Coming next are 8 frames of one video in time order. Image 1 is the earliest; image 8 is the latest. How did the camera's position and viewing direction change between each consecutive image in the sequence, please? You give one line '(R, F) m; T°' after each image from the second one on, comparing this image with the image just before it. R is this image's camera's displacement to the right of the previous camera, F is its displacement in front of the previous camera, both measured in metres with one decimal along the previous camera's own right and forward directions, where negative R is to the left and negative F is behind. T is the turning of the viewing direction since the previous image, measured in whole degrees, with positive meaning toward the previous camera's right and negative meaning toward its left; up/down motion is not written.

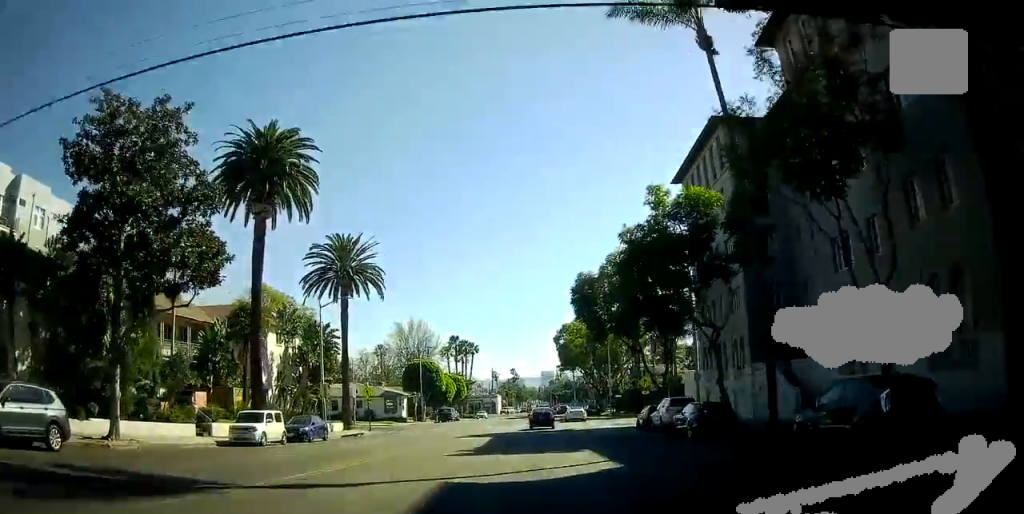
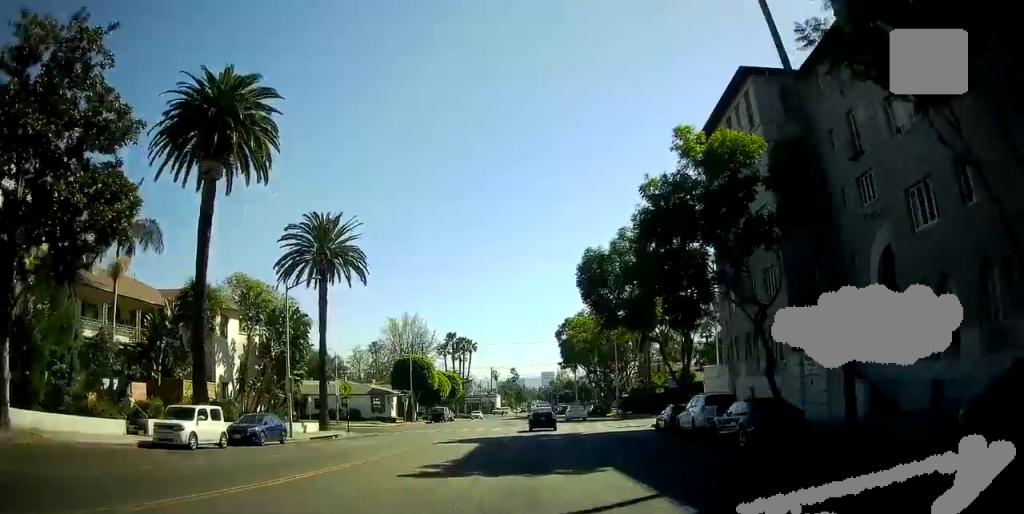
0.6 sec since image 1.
(0.0, +5.7) m; 0°
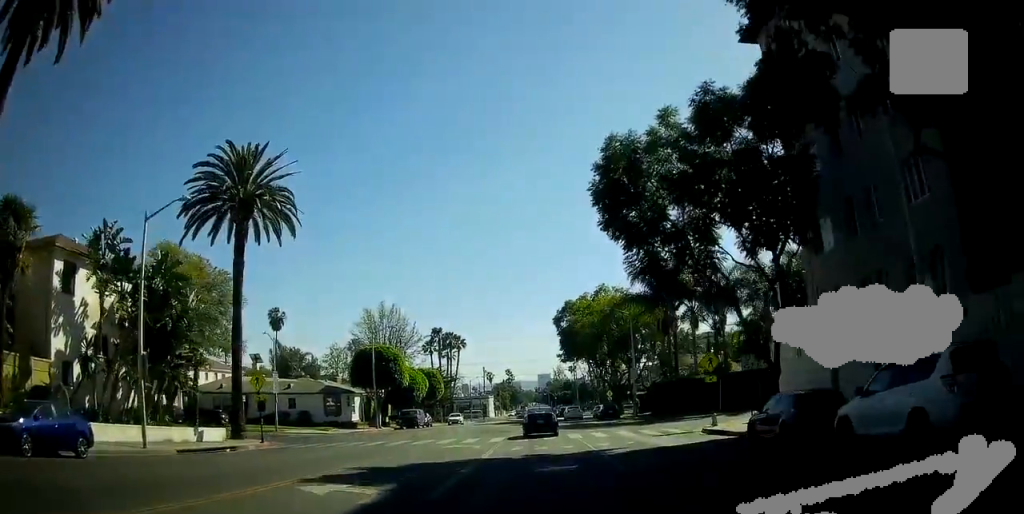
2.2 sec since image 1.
(0.0, +12.8) m; -2°
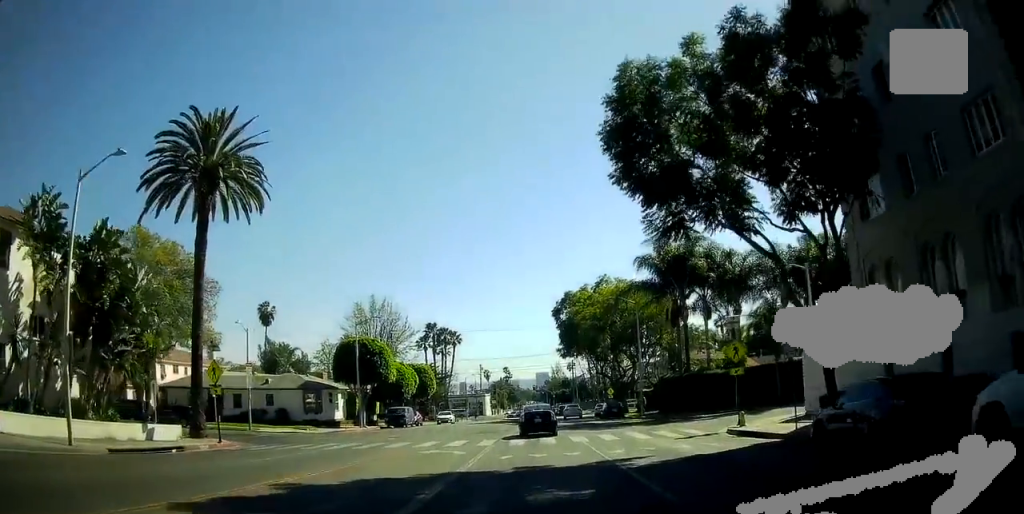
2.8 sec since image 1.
(-0.1, +3.6) m; -1°
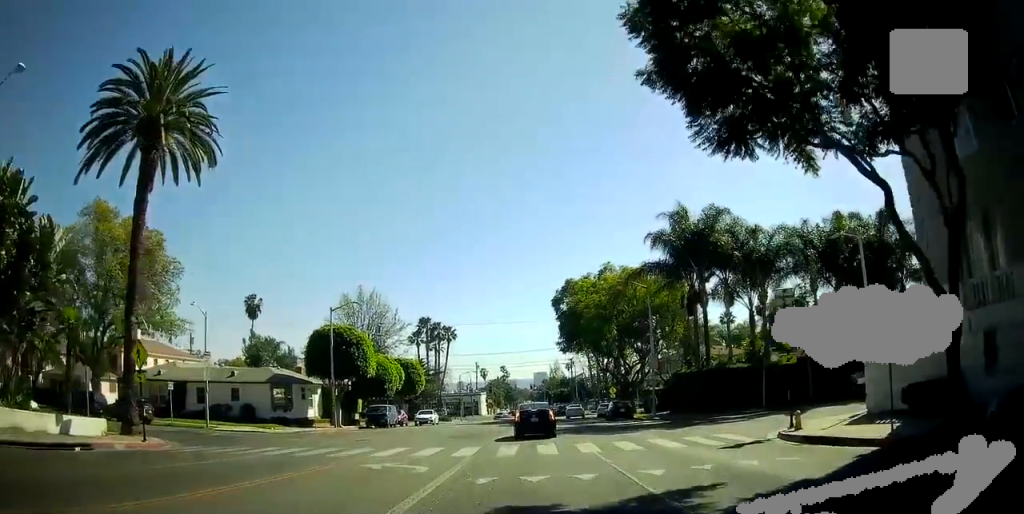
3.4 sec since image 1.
(-0.1, +4.3) m; -1°
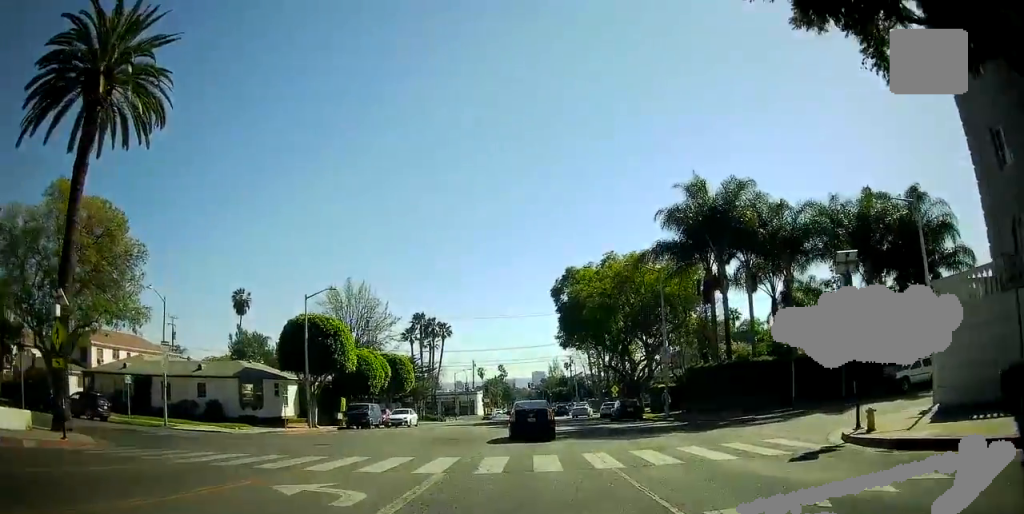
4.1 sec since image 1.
(0.0, +3.9) m; 0°
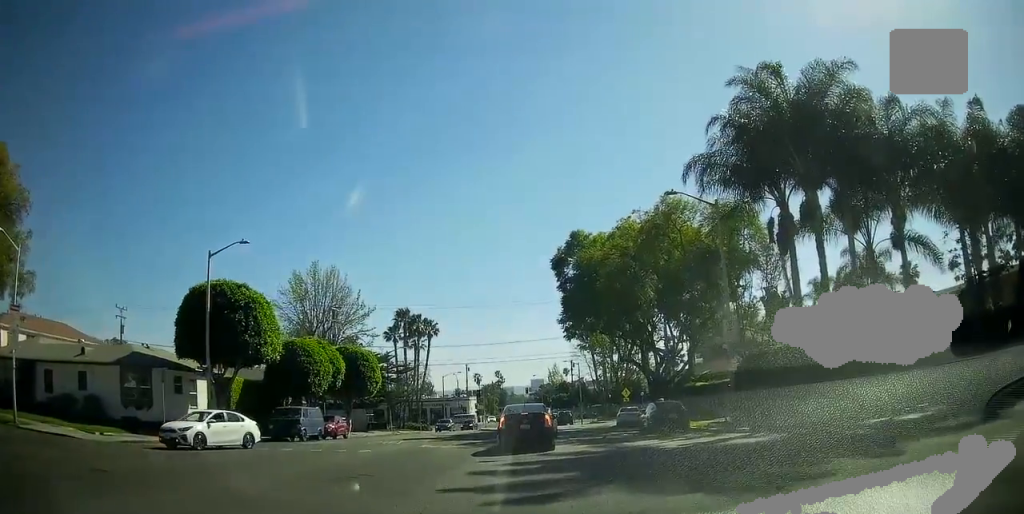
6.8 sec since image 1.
(0.0, +12.8) m; 0°
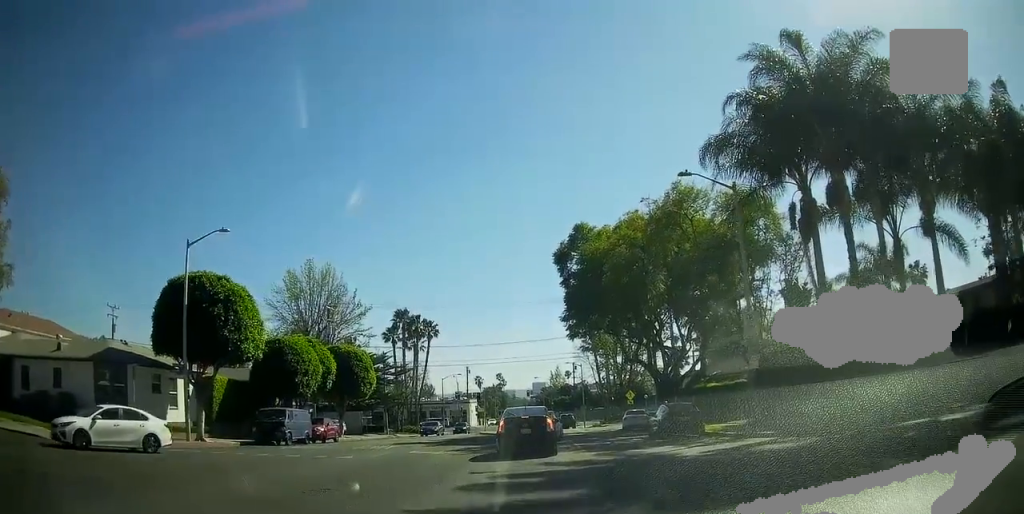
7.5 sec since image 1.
(0.0, +2.7) m; 0°
